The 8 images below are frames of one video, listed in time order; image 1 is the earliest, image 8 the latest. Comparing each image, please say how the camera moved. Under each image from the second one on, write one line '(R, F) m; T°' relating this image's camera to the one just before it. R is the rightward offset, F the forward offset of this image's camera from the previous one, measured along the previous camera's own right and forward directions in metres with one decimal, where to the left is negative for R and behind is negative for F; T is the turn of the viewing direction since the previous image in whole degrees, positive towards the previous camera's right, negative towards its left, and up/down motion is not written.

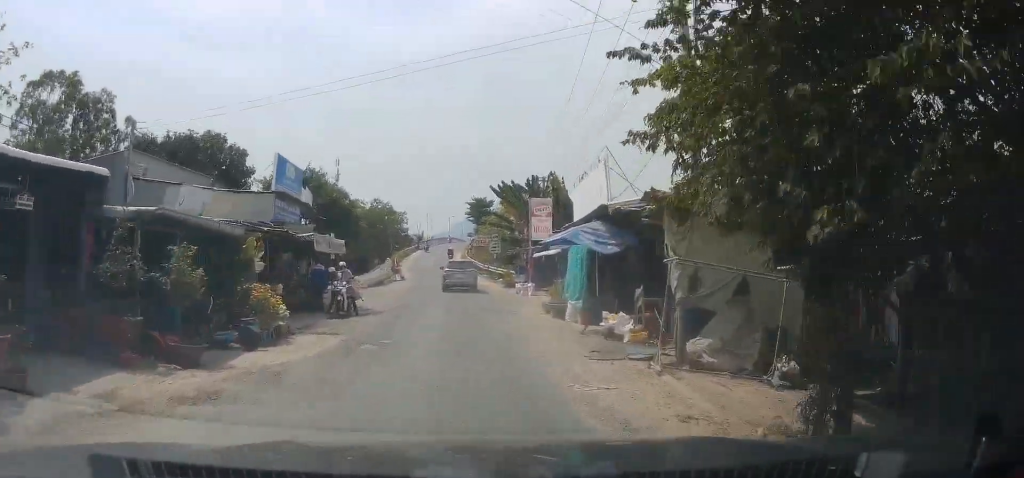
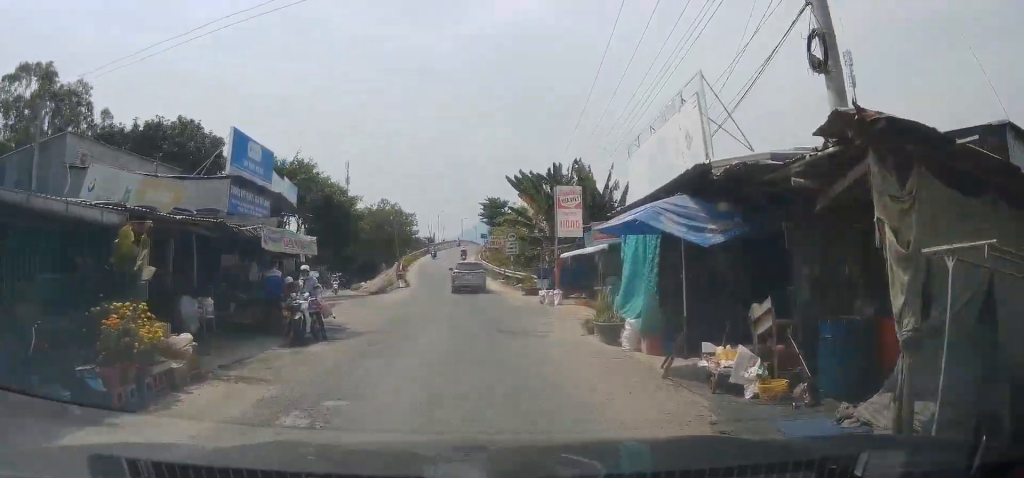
(-0.1, +5.8) m; 0°
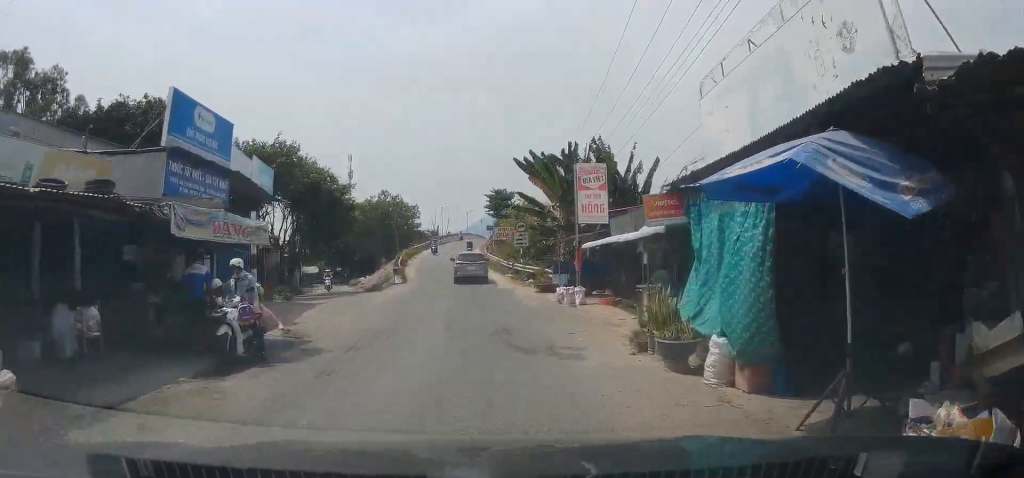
(+0.2, +4.5) m; -1°
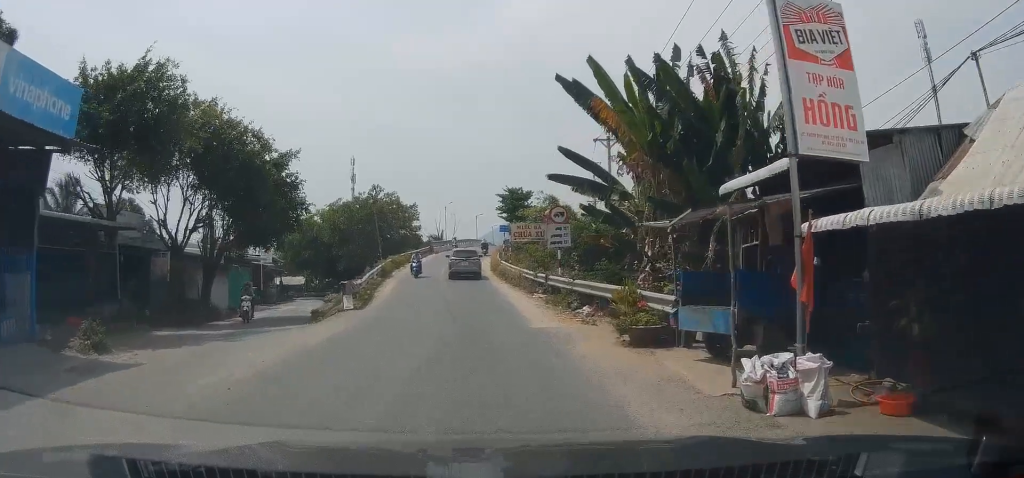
(-0.5, +15.5) m; -4°
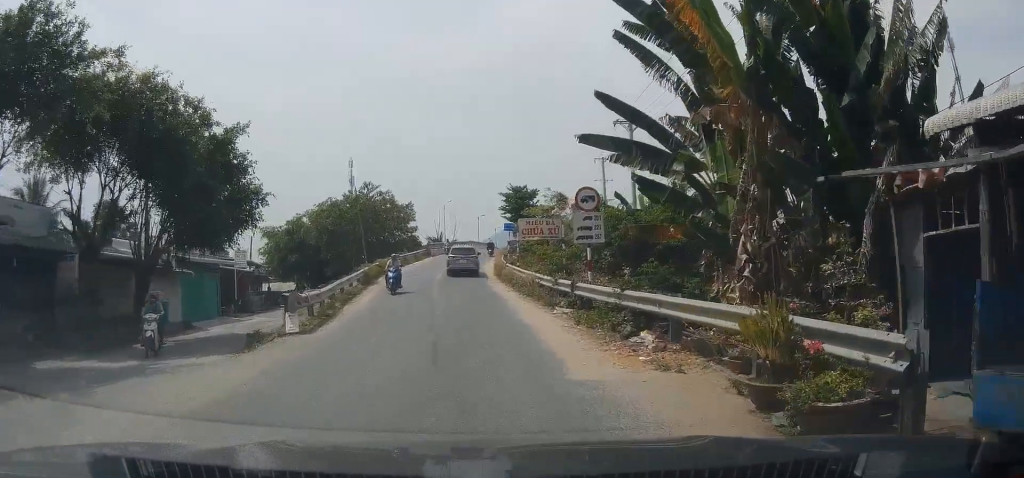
(+0.1, +6.4) m; -2°
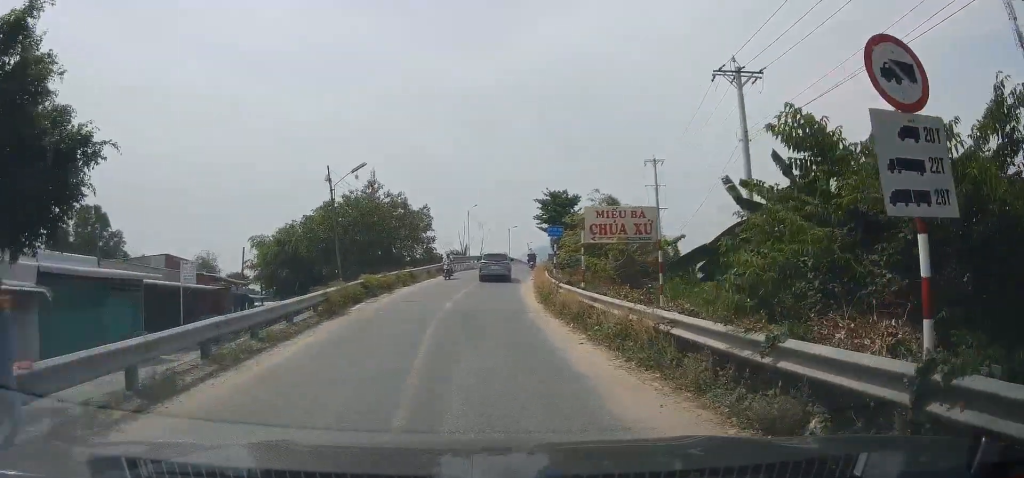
(-0.5, +12.8) m; -1°
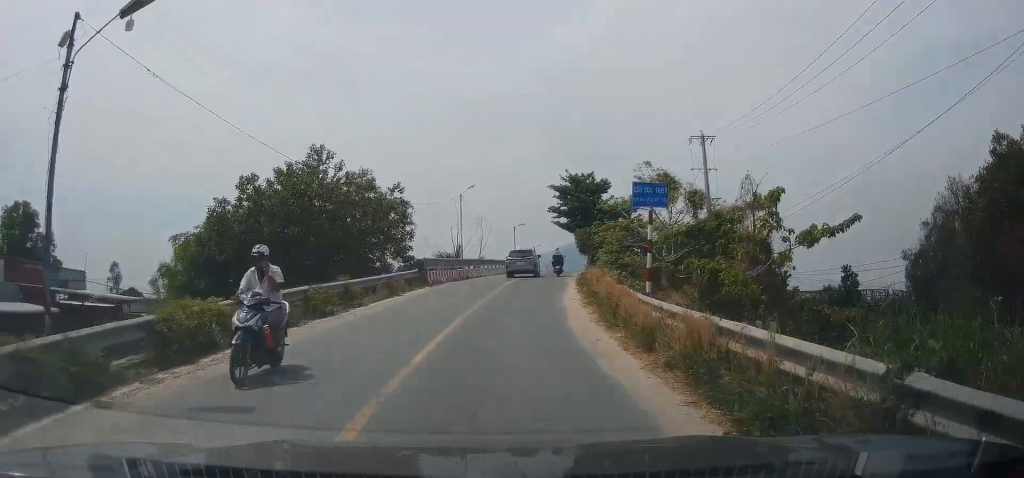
(+0.7, +18.0) m; +1°
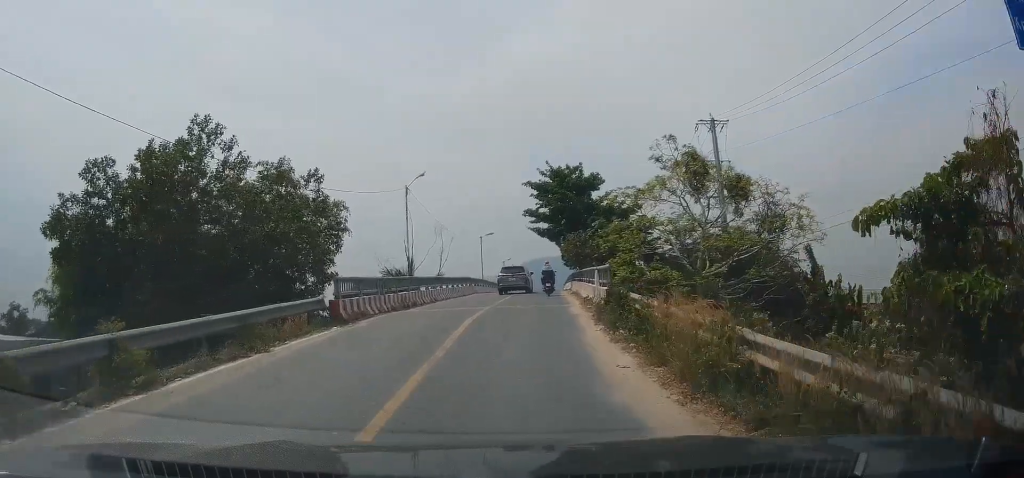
(-0.3, +12.2) m; 0°
